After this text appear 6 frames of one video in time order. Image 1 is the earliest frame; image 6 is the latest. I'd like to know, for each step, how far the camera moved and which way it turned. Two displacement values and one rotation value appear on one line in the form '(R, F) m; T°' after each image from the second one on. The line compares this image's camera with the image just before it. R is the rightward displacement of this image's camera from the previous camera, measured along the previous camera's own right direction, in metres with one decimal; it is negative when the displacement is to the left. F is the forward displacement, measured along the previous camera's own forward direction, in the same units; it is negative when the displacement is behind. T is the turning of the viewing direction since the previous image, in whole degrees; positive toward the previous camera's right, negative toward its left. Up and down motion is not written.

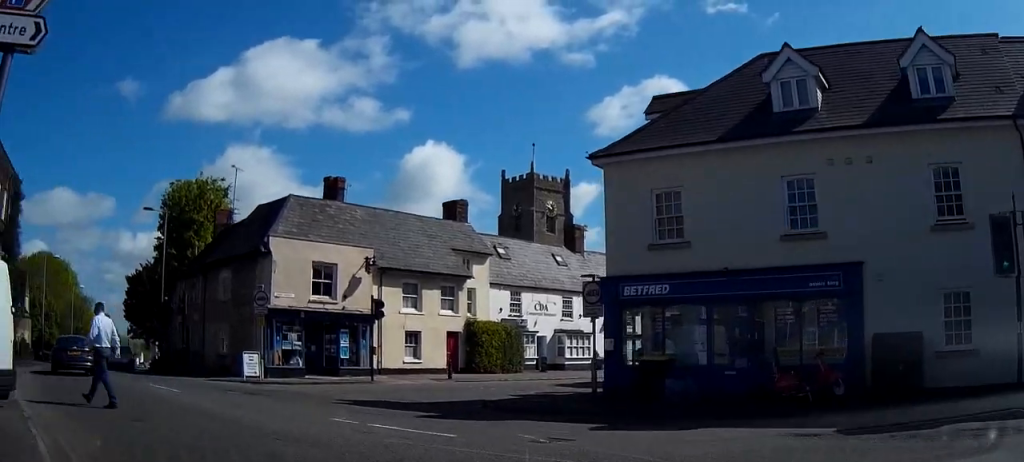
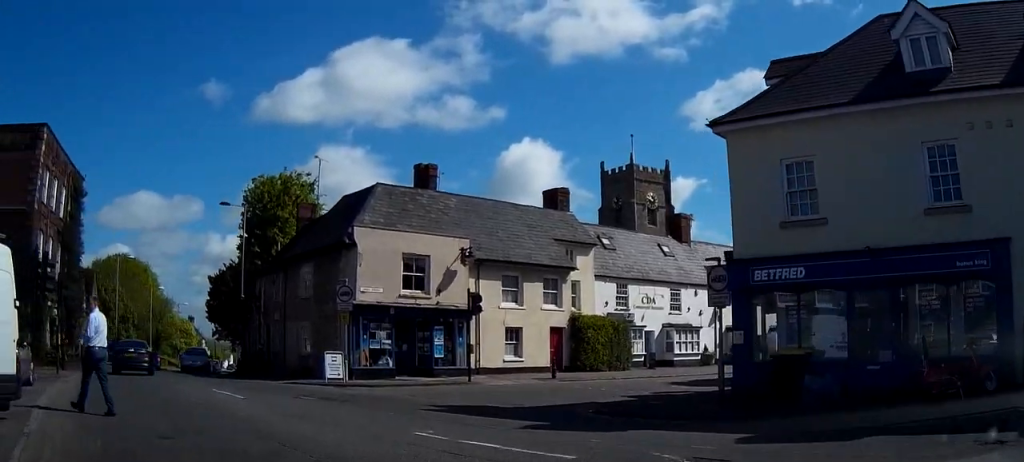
(-0.1, +2.4) m; -4°
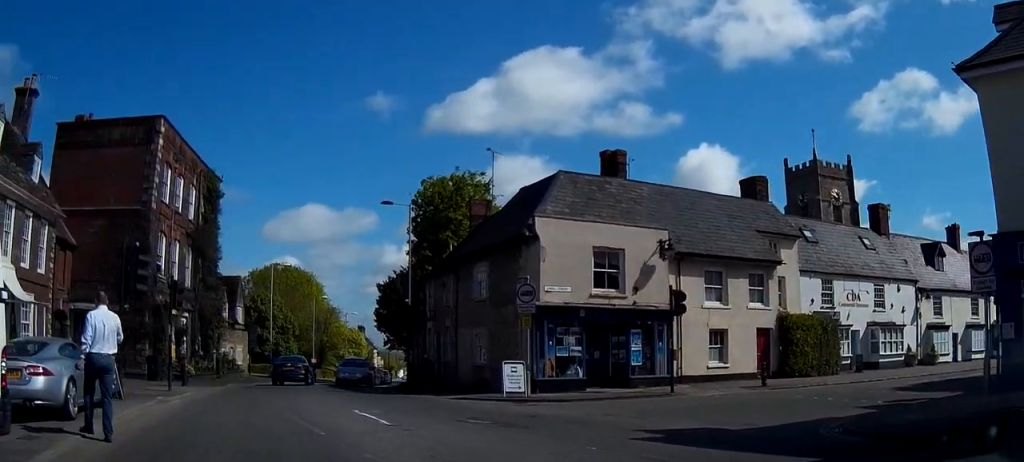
(-0.2, +3.6) m; -10°
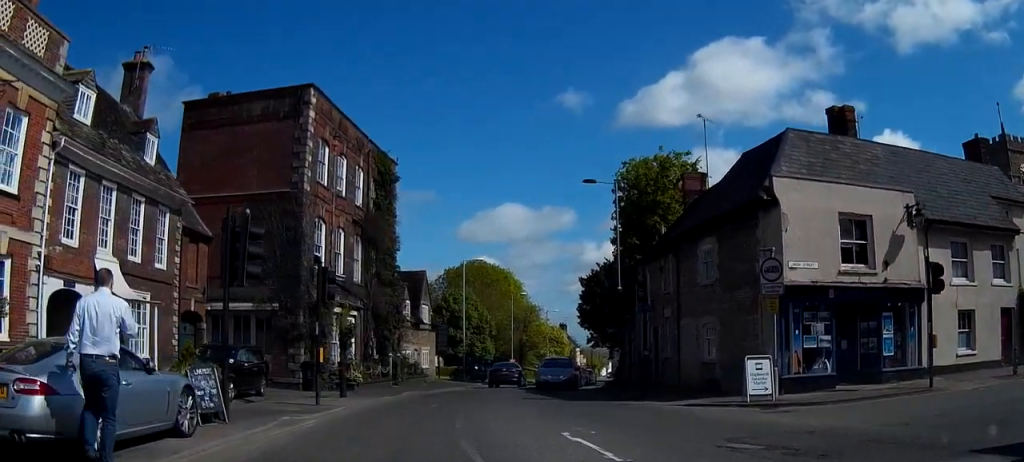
(-0.5, +3.8) m; -7°
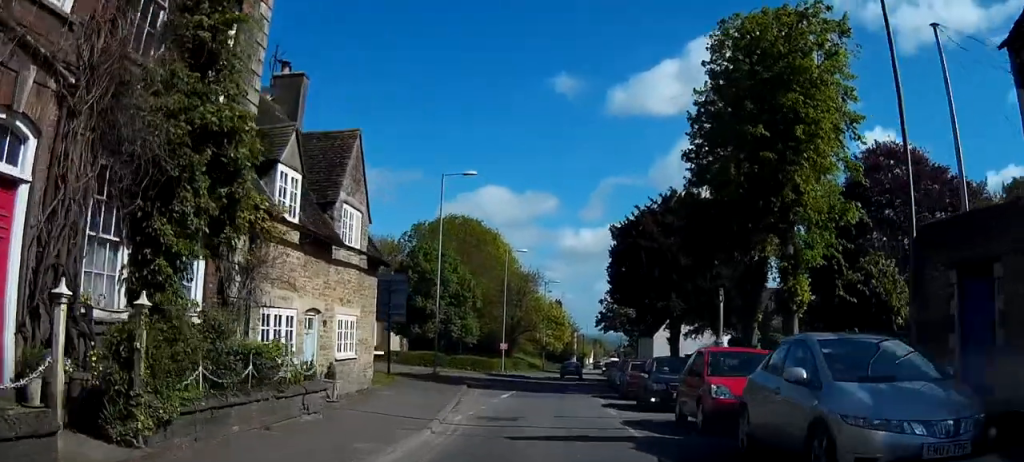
(-5.8, +21.3) m; -21°
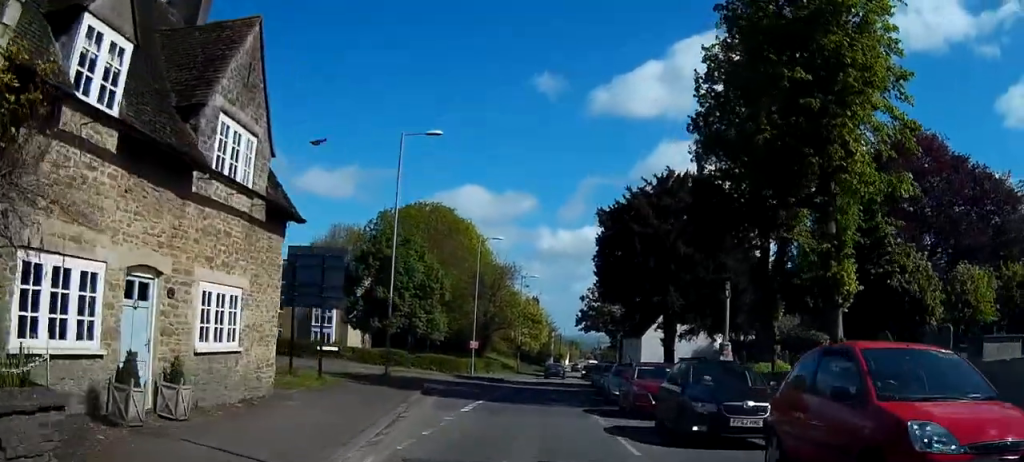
(+0.2, +6.4) m; +3°
